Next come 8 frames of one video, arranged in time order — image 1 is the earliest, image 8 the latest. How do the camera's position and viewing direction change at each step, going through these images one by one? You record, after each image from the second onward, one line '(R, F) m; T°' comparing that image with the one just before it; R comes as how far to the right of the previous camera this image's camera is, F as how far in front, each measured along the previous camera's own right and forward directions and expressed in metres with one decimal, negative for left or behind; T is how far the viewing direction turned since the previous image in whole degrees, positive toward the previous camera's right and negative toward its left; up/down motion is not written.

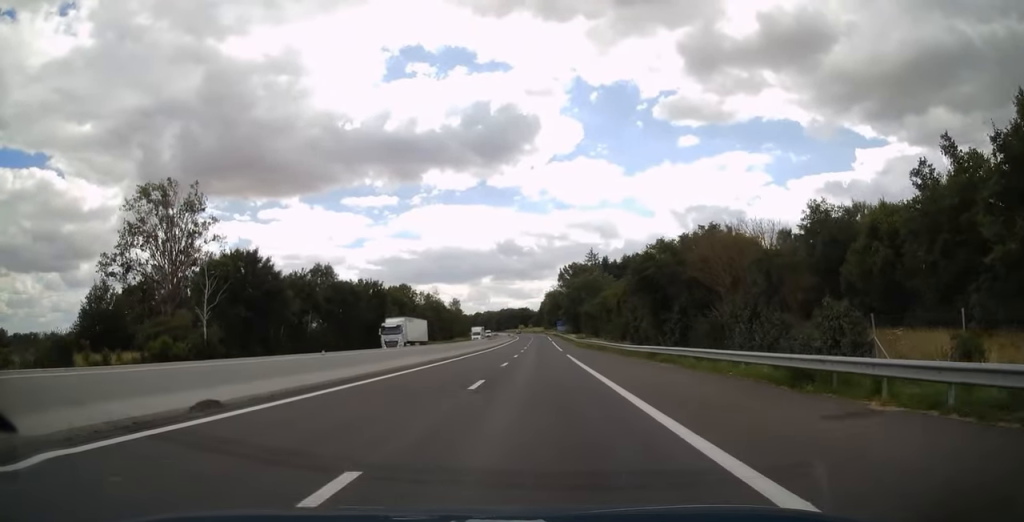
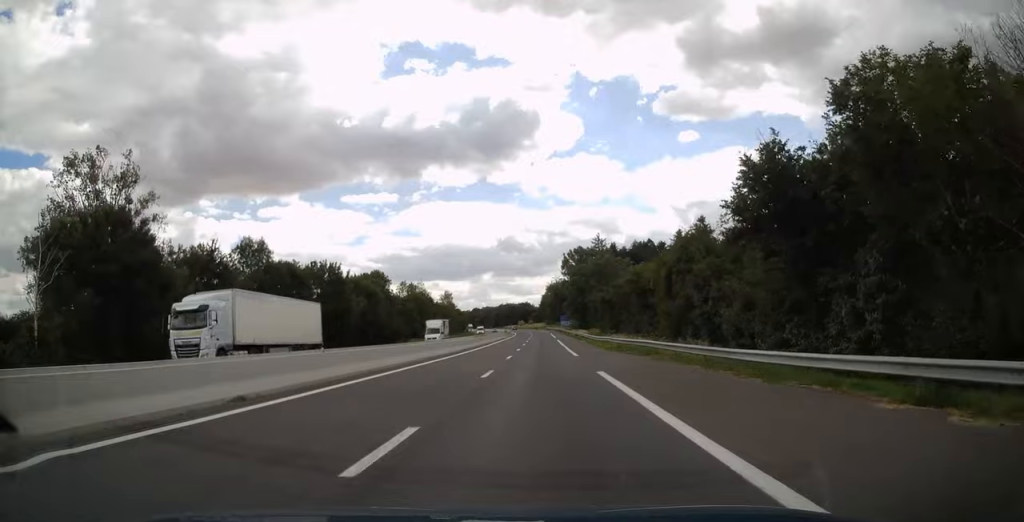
(-0.3, +23.1) m; 0°
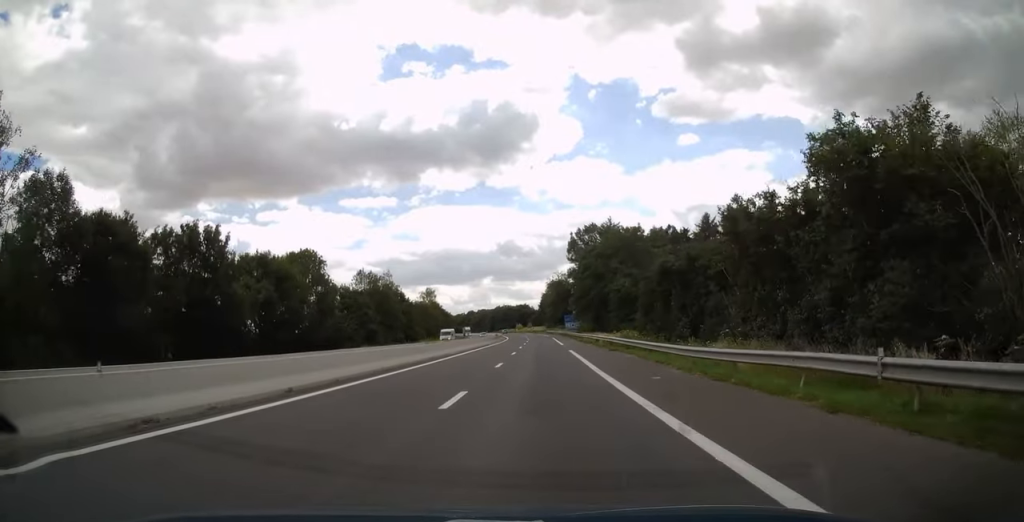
(+0.4, +33.1) m; +1°
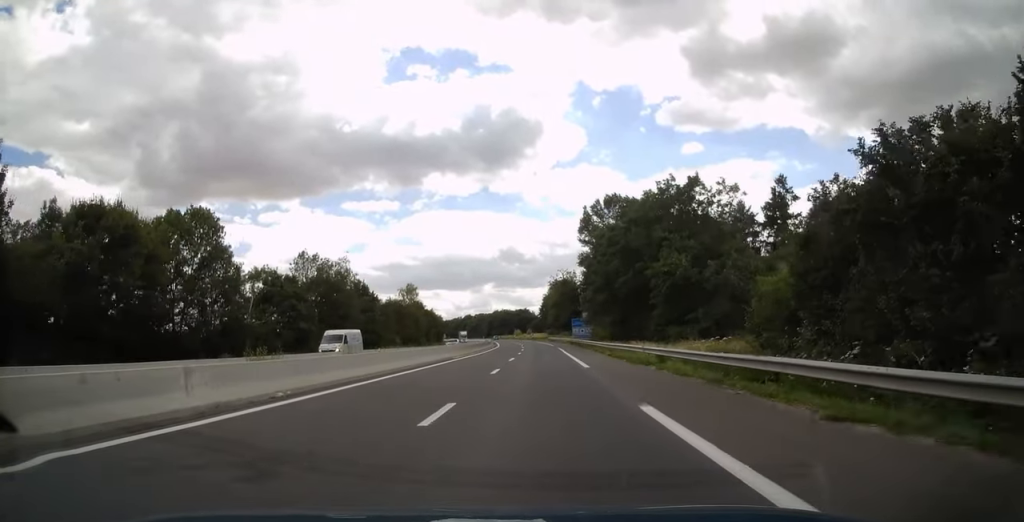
(-0.1, +27.8) m; 0°
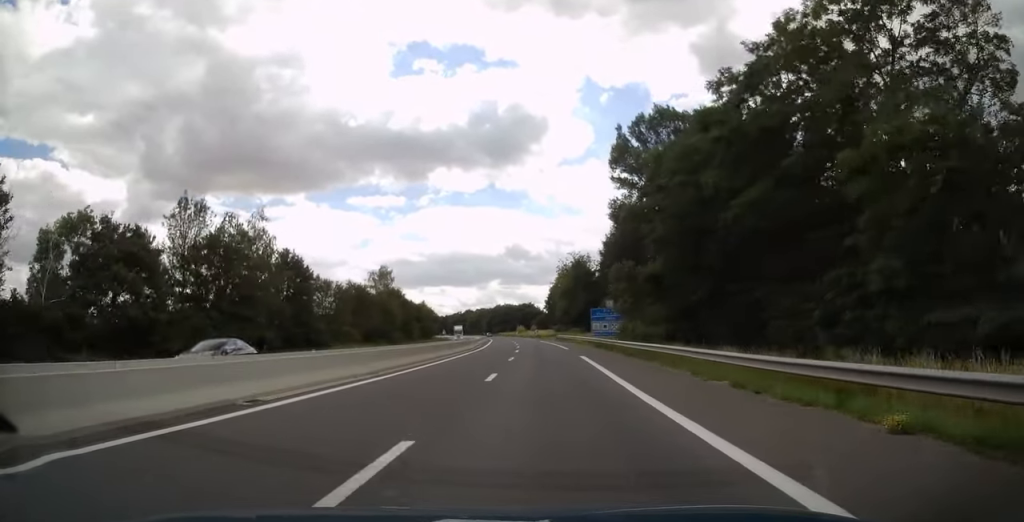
(-0.1, +30.7) m; -1°
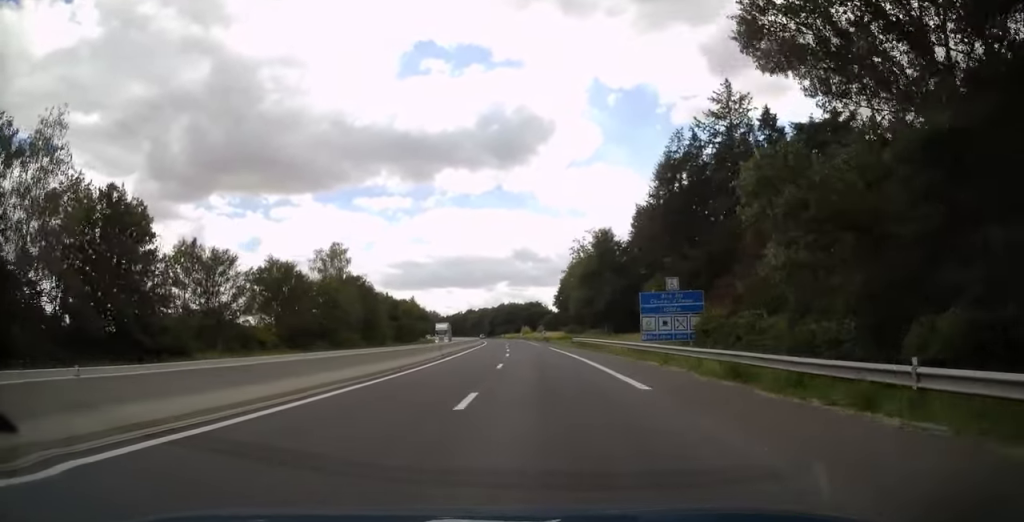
(-0.3, +32.6) m; -1°
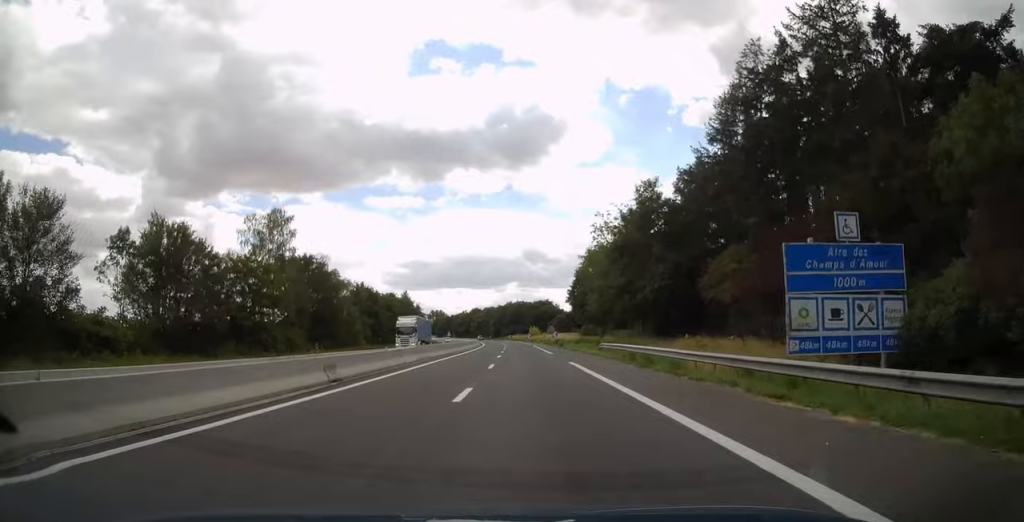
(+0.2, +24.3) m; -1°
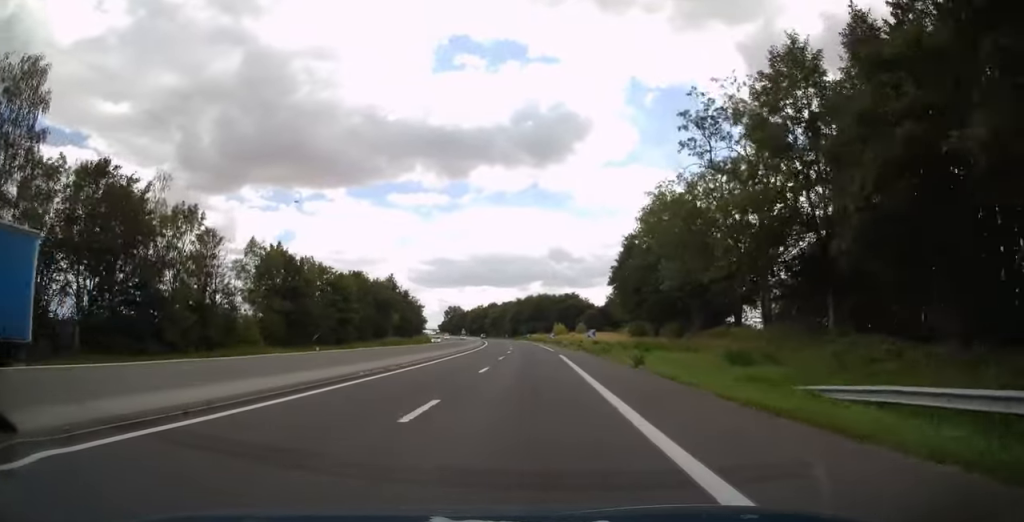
(-1.2, +42.0) m; -2°
